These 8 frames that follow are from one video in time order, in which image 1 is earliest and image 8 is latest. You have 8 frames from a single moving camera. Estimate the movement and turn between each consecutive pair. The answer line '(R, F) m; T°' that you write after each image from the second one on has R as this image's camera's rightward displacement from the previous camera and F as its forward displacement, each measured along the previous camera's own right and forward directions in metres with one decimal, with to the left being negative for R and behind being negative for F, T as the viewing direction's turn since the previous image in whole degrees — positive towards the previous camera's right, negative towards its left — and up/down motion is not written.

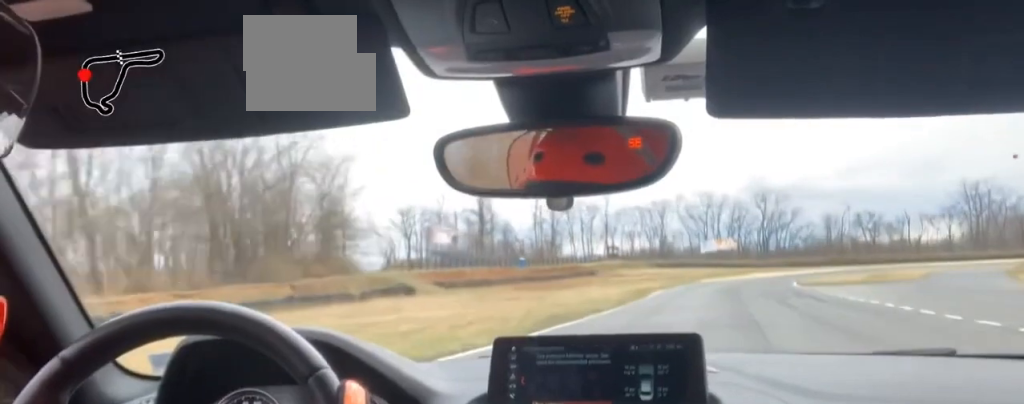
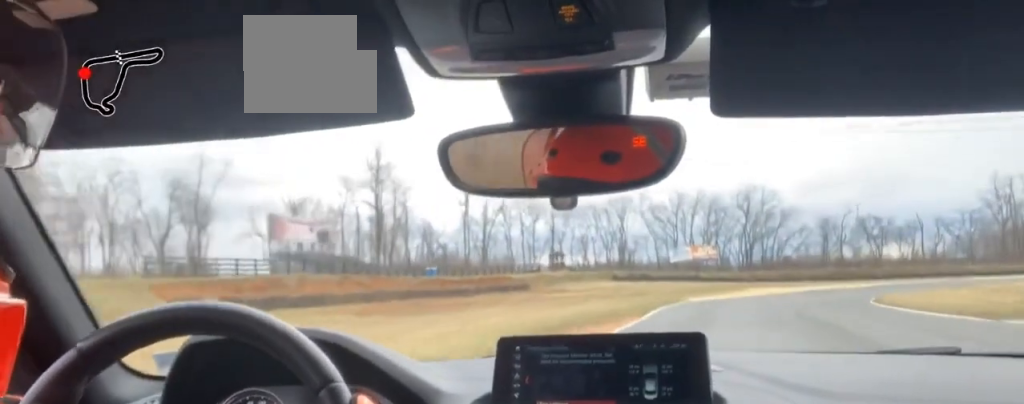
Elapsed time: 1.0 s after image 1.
(+0.9, +45.1) m; +3°
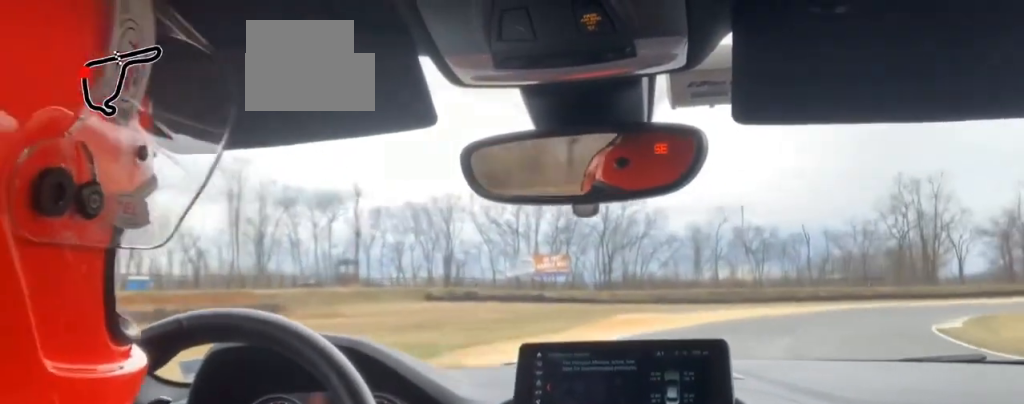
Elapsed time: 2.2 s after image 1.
(+1.8, +43.9) m; +8°
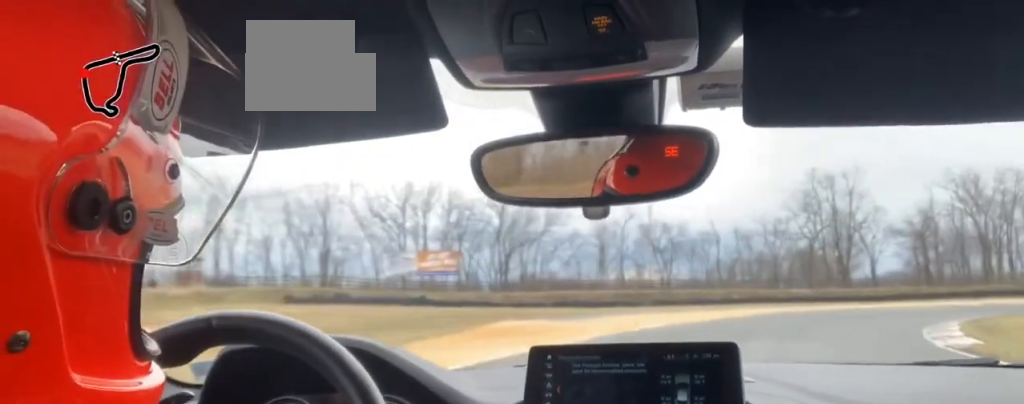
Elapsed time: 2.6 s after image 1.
(+1.0, +13.9) m; +6°
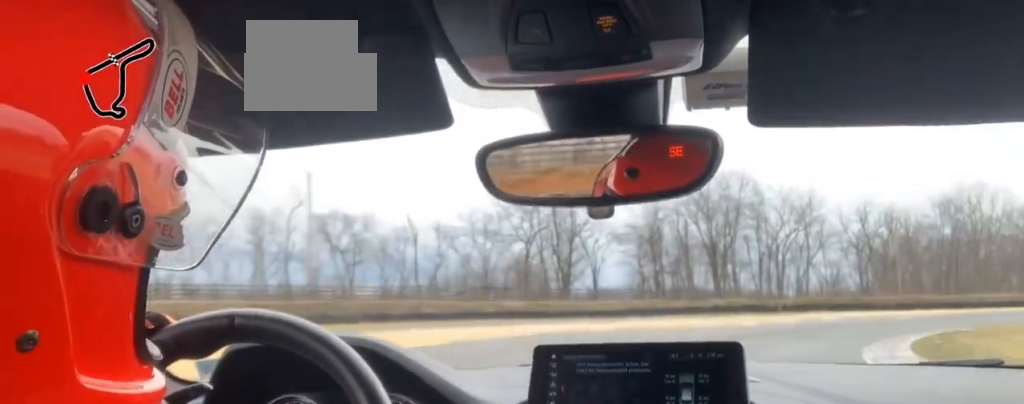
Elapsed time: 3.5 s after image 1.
(+3.9, +31.7) m; +17°
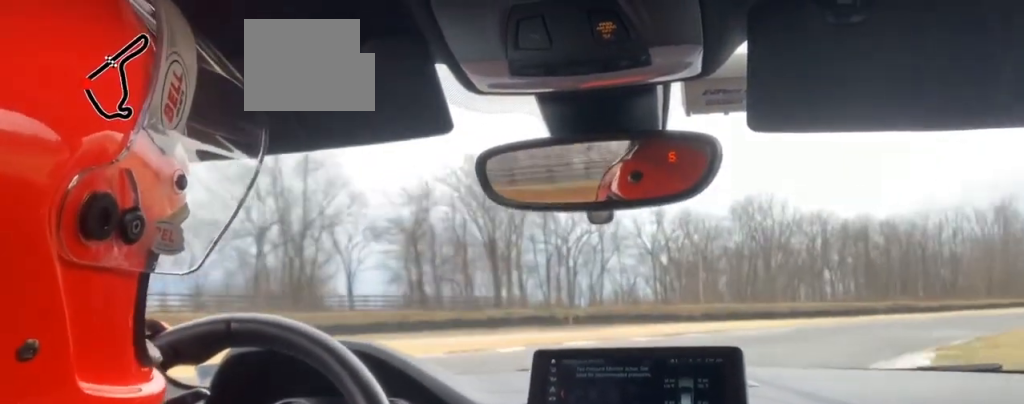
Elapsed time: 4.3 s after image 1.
(+3.8, +23.6) m; +11°
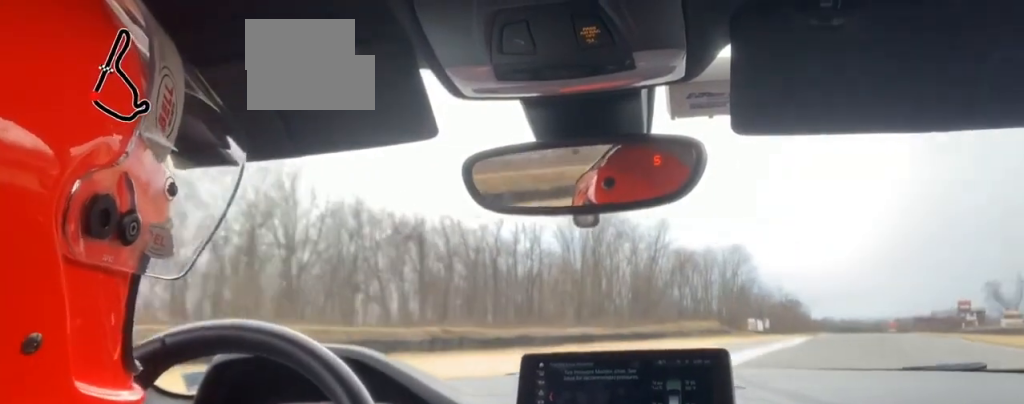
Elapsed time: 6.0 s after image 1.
(+9.8, +56.5) m; +22°
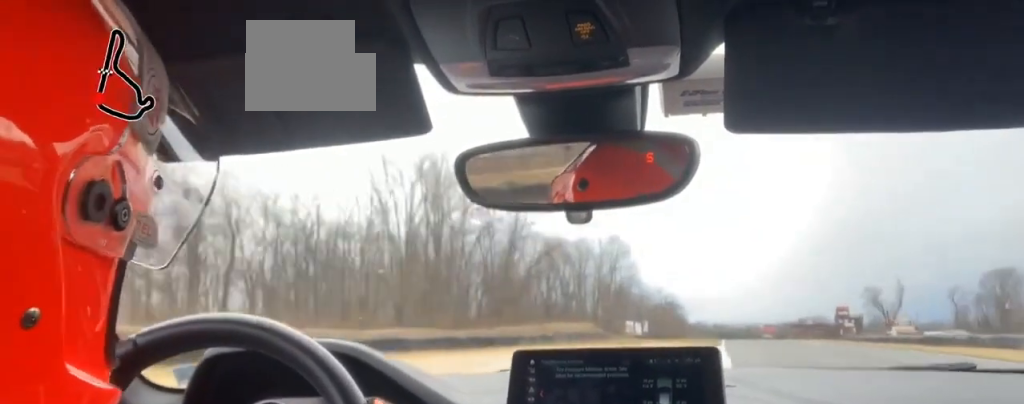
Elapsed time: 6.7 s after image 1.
(+2.4, +26.4) m; +8°
